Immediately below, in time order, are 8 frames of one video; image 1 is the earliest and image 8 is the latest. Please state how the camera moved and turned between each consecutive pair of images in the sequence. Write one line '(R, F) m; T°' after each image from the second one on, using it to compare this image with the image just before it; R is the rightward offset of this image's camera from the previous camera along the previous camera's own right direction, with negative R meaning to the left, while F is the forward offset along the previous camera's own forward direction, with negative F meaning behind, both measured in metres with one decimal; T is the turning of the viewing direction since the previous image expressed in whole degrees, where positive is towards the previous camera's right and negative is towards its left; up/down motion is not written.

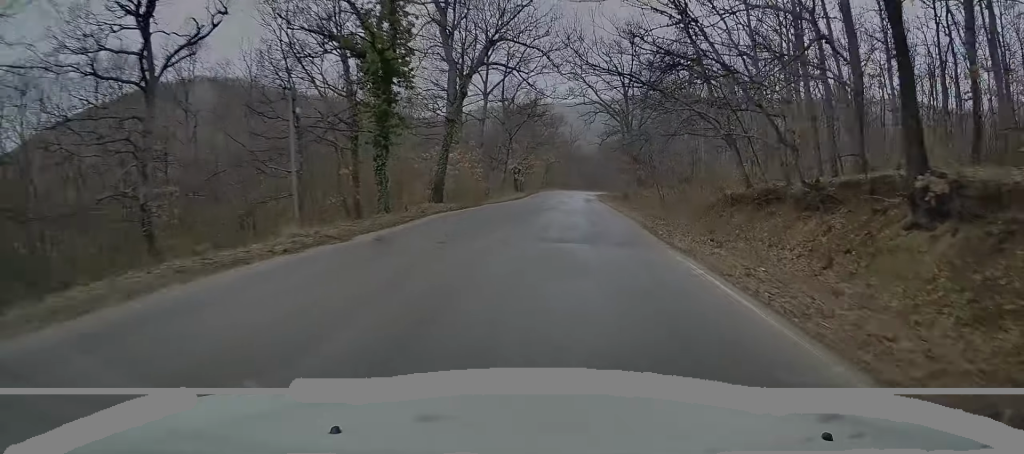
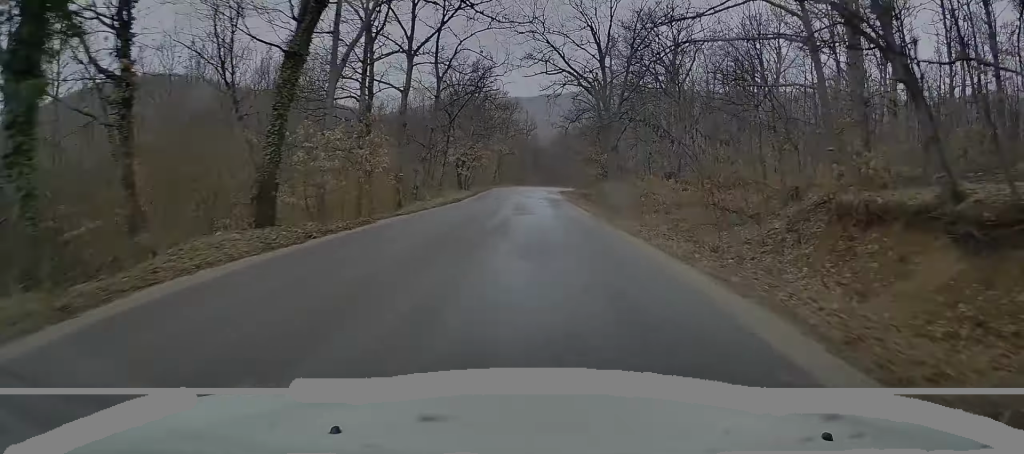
(-0.2, +13.5) m; +3°
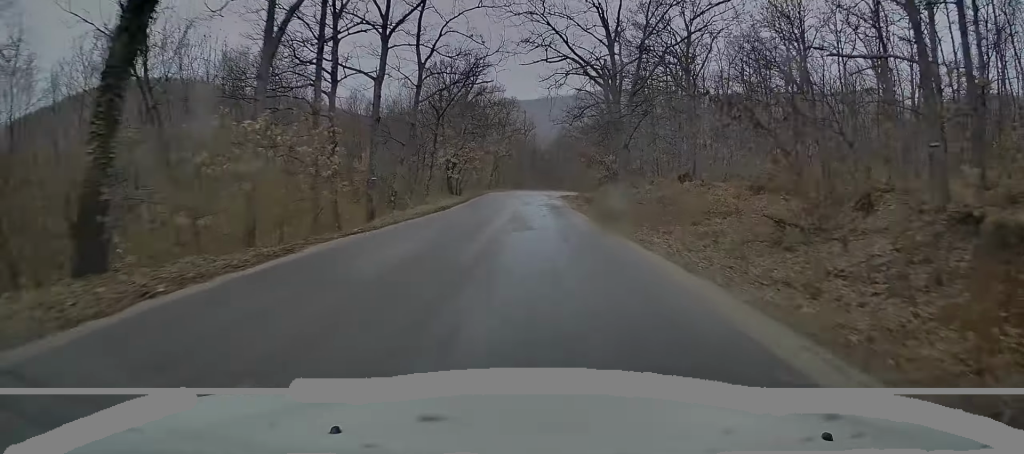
(+0.4, +5.5) m; +2°
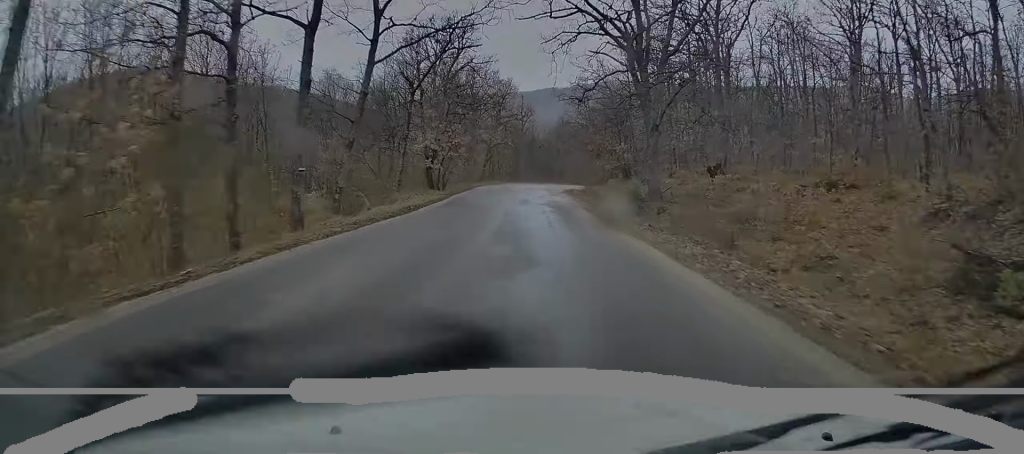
(+0.3, +8.2) m; +3°
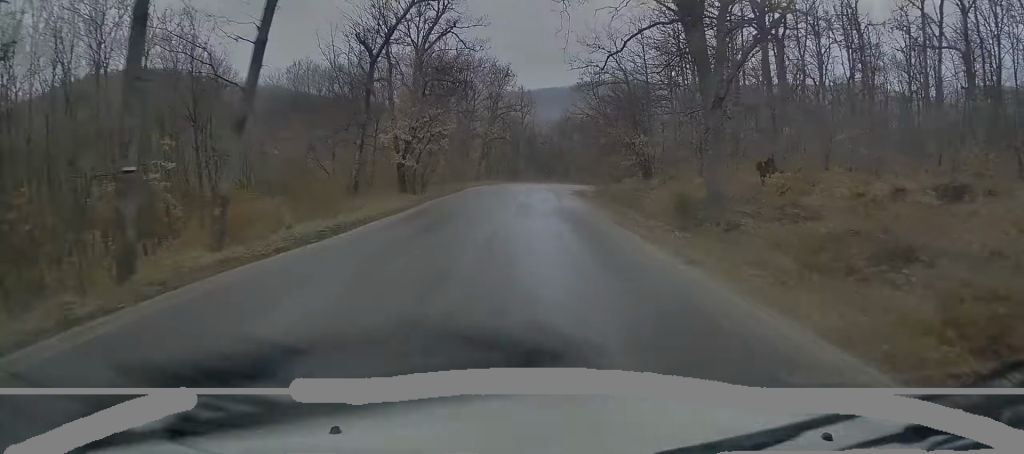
(-0.1, +8.5) m; +2°
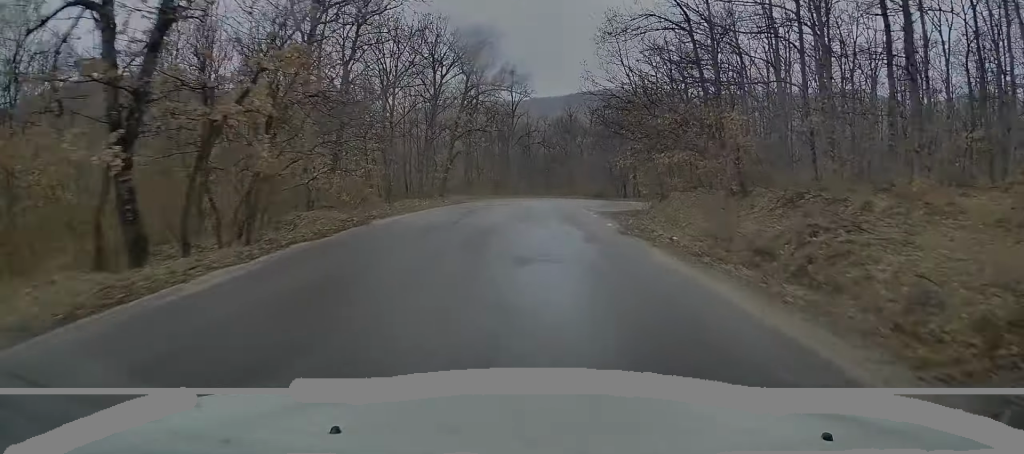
(+0.2, +20.4) m; 0°
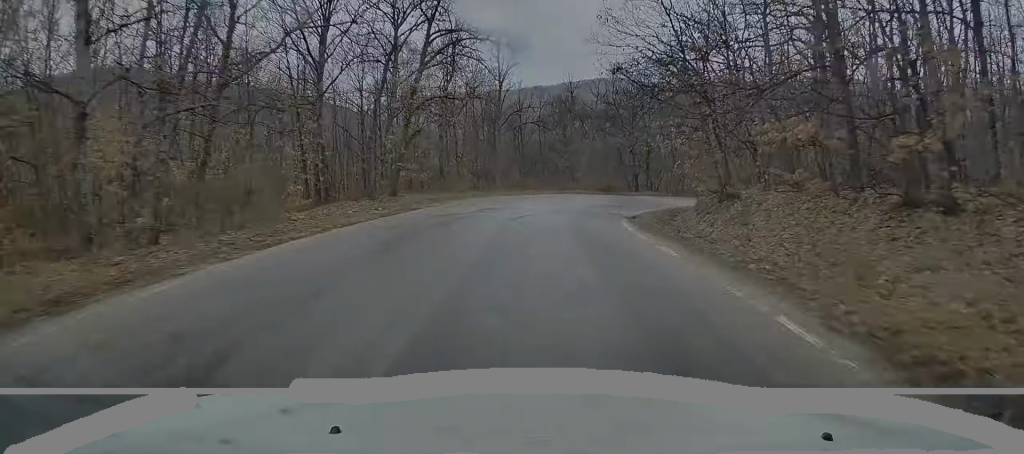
(+0.2, +12.5) m; +2°
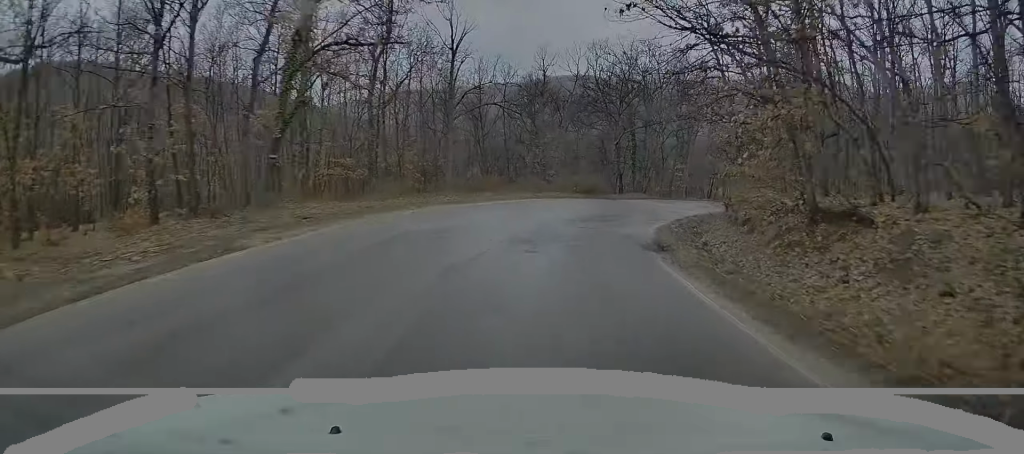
(+0.1, +10.8) m; +2°
